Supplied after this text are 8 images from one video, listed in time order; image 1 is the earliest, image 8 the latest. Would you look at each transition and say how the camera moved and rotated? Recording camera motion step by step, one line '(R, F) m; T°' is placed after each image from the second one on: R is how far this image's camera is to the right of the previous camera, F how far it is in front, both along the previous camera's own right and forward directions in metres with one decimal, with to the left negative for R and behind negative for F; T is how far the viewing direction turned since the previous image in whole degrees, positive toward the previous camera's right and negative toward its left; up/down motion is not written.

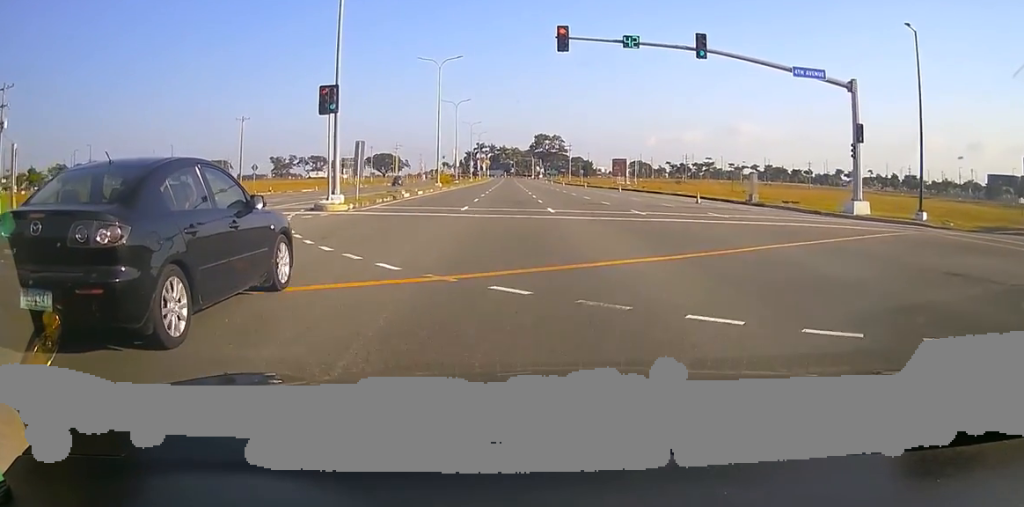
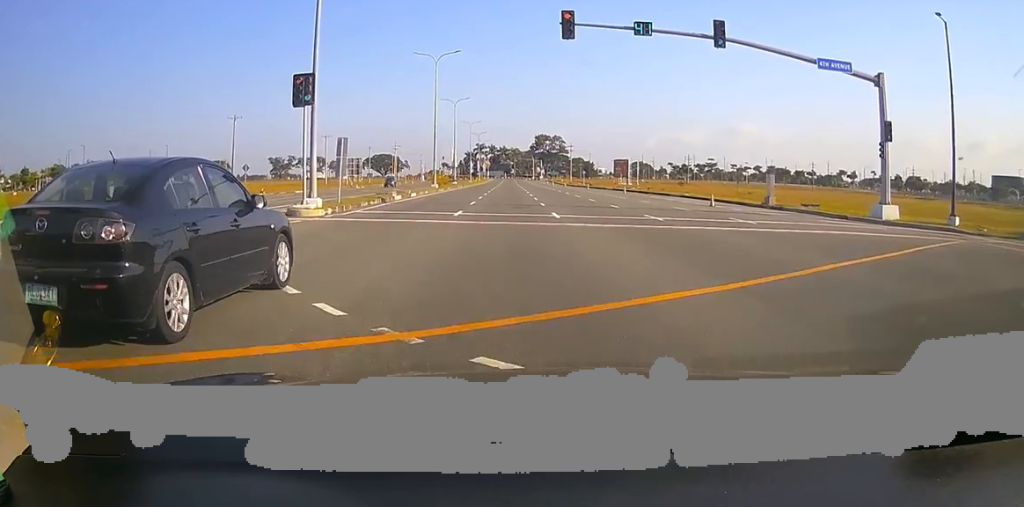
(+0.1, +3.1) m; +4°
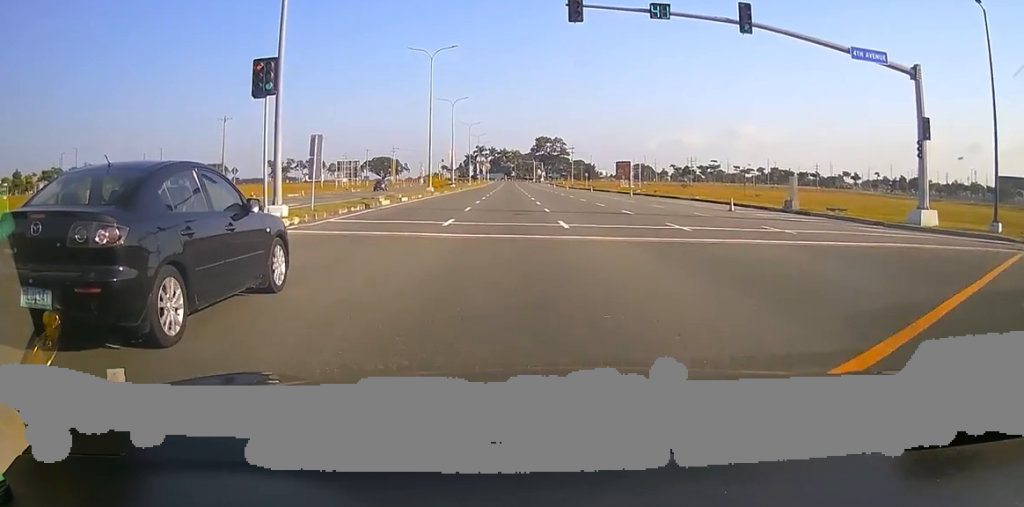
(+0.2, +3.6) m; +3°
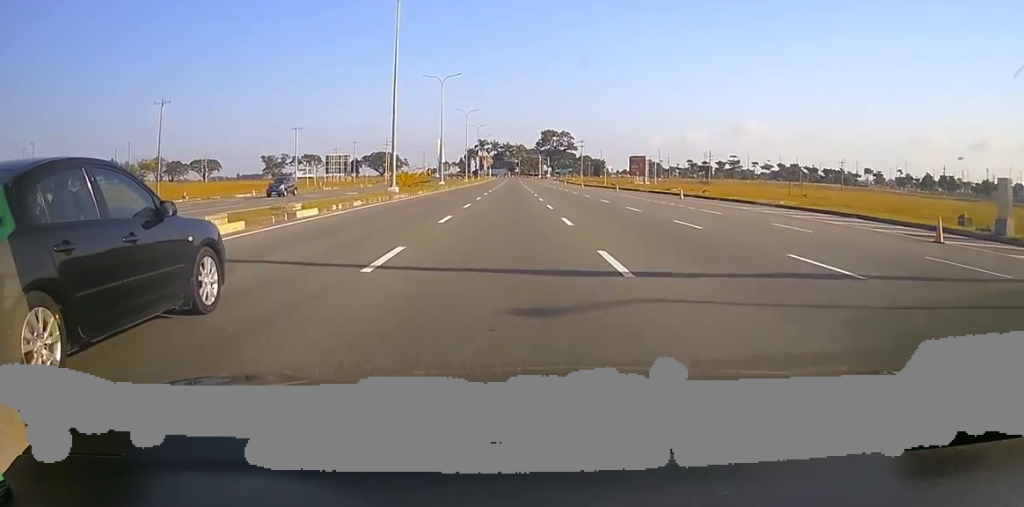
(+0.4, +18.9) m; -5°
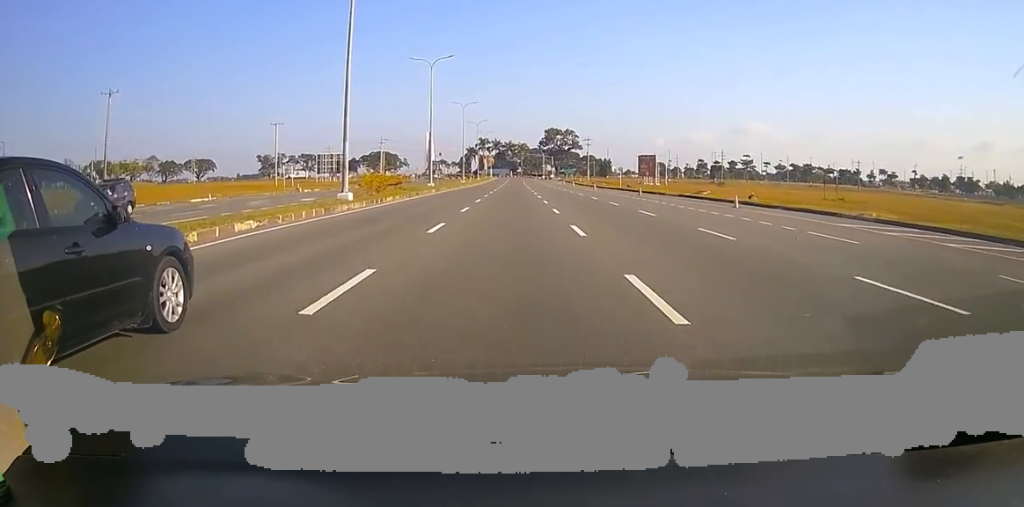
(-1.0, +12.1) m; -6°
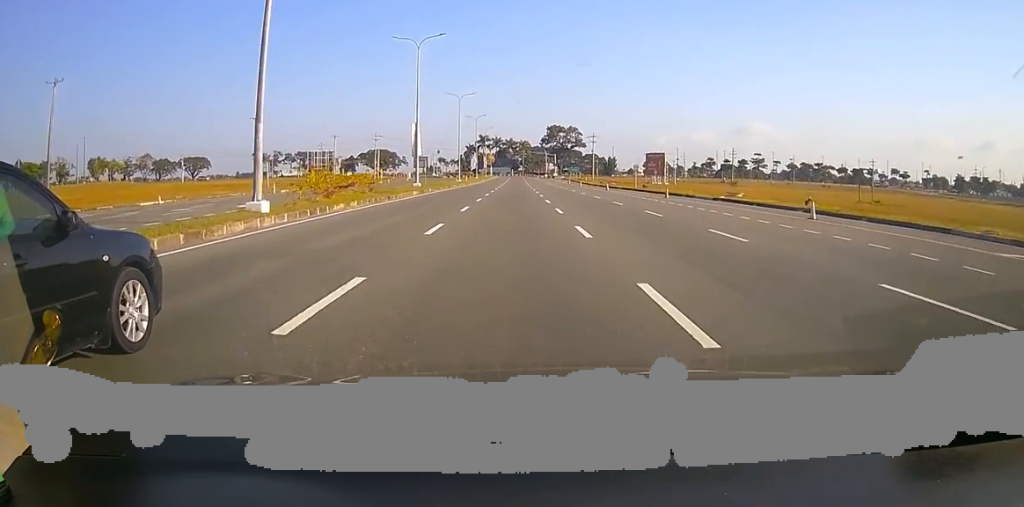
(-0.2, +10.1) m; +2°
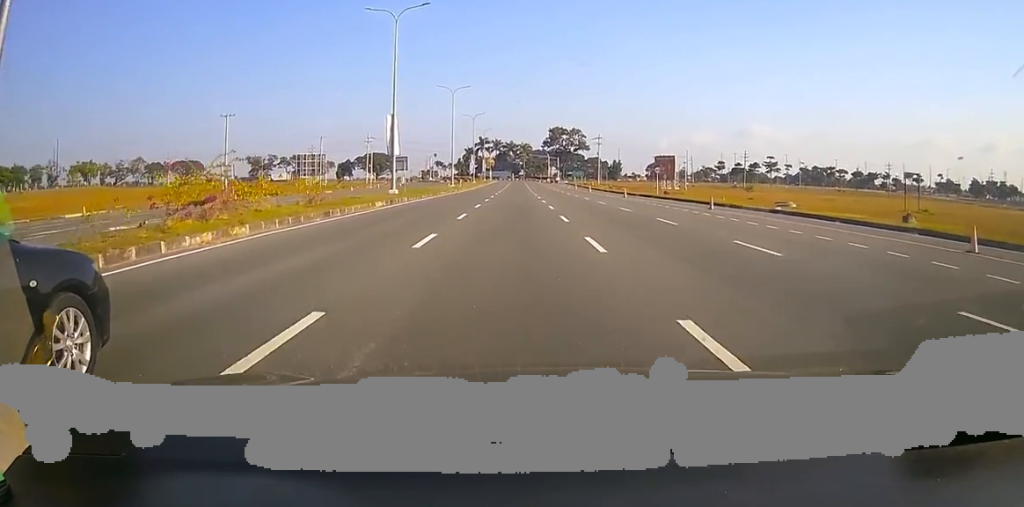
(+0.3, +10.9) m; +6°
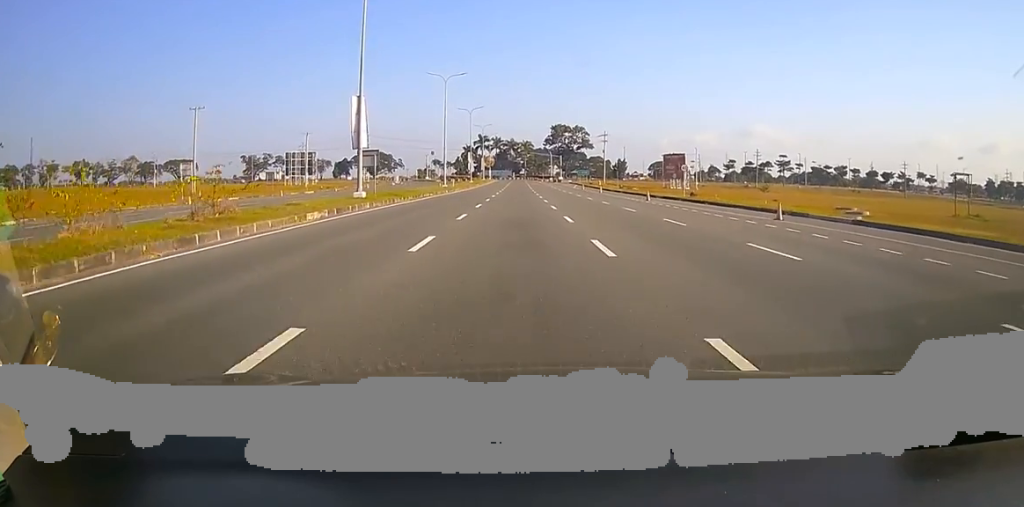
(+1.3, +9.7) m; +1°
